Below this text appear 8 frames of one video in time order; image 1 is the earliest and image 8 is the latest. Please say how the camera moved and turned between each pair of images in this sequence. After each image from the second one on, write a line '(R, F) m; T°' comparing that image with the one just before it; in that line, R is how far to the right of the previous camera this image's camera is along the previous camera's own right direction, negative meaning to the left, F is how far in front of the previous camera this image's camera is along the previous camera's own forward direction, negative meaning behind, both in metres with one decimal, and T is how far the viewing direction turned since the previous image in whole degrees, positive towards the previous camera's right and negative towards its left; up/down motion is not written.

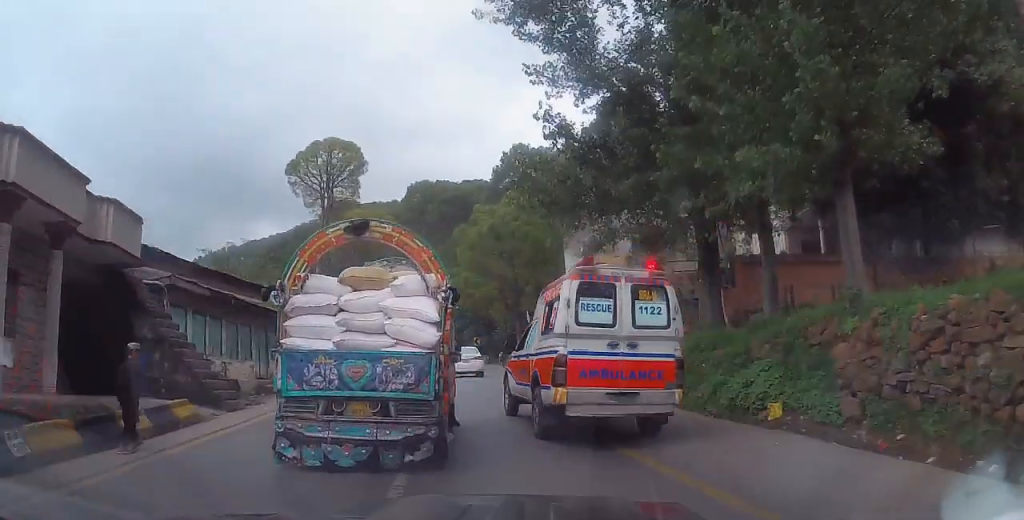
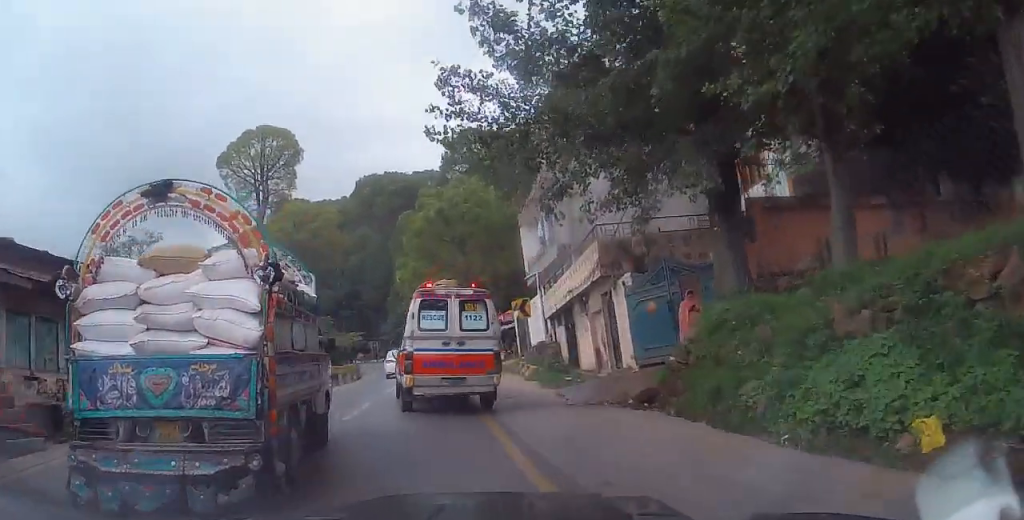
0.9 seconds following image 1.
(0.0, +5.3) m; 0°
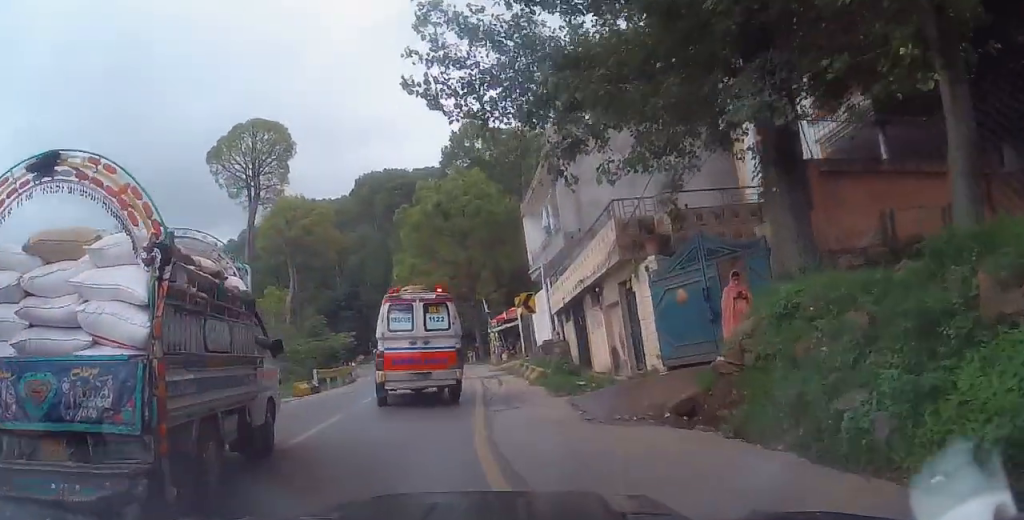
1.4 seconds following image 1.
(0.0, +2.5) m; 0°
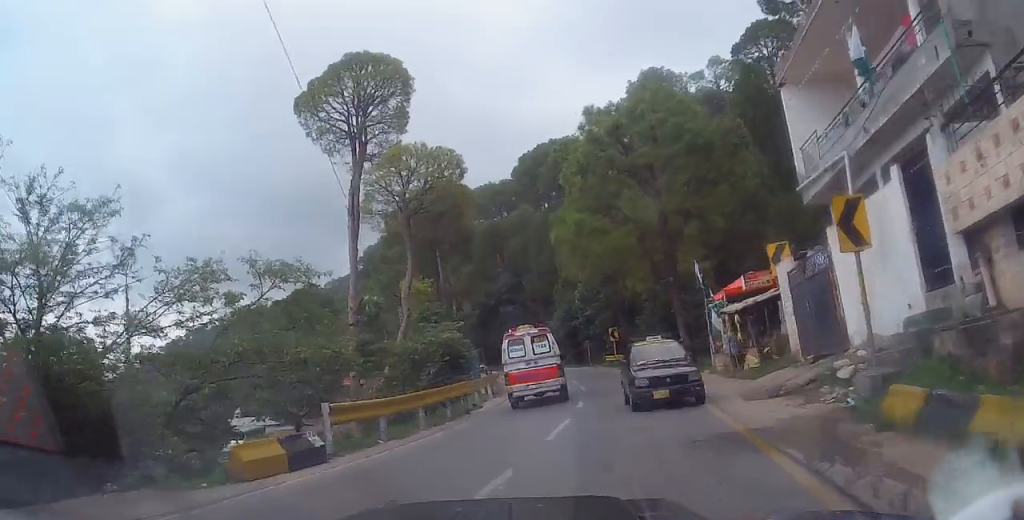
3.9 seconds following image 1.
(-1.8, +16.1) m; -16°
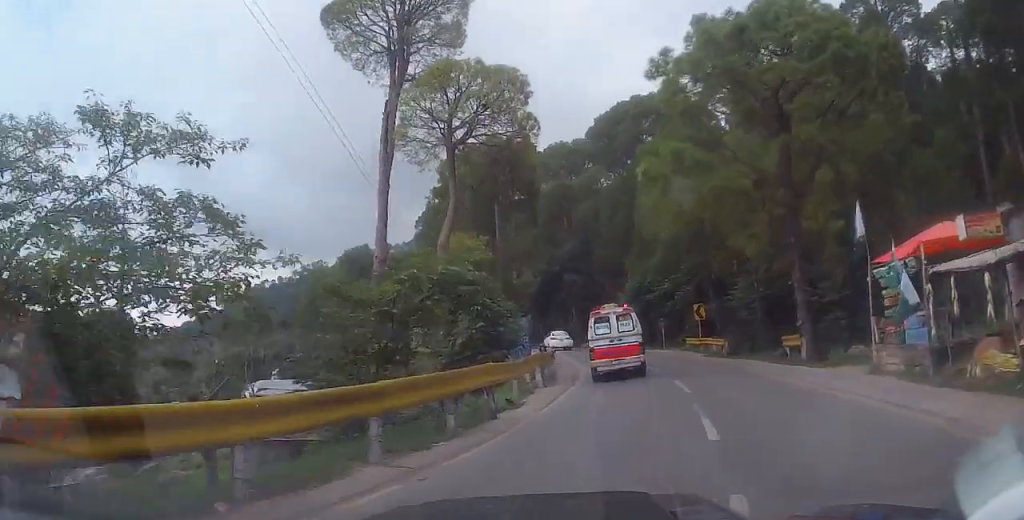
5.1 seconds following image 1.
(-0.4, +8.4) m; +1°
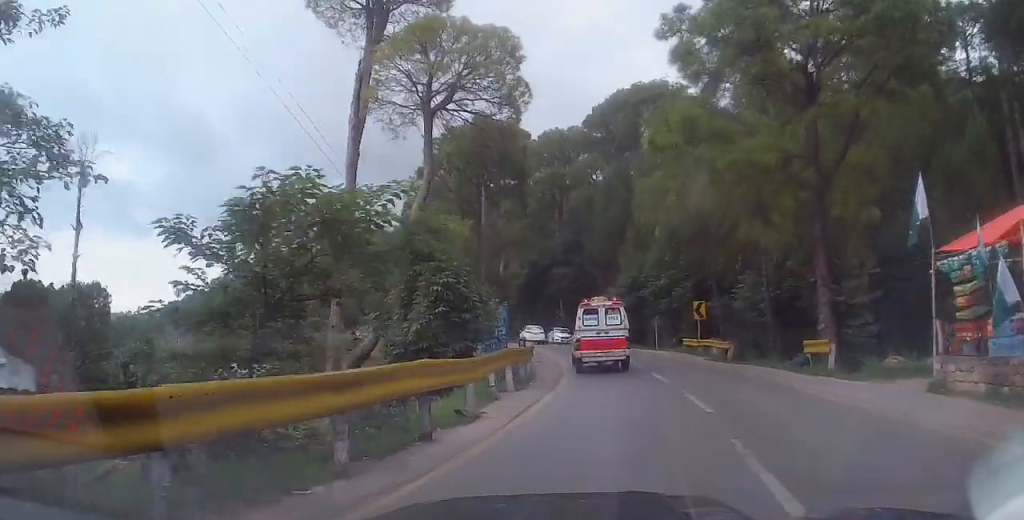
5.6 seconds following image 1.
(0.0, +3.6) m; +3°
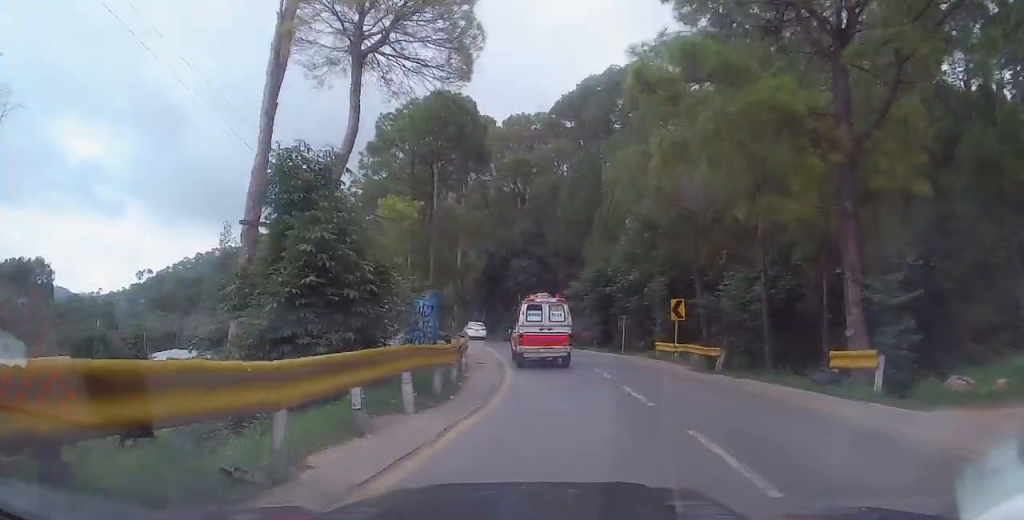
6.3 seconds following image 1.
(+0.5, +5.3) m; 0°
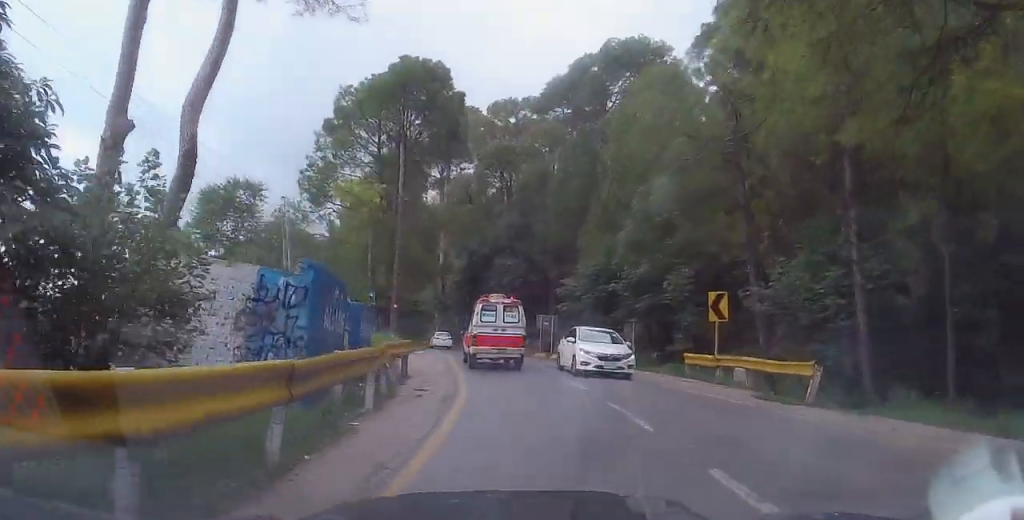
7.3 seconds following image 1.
(-0.4, +8.4) m; -2°
